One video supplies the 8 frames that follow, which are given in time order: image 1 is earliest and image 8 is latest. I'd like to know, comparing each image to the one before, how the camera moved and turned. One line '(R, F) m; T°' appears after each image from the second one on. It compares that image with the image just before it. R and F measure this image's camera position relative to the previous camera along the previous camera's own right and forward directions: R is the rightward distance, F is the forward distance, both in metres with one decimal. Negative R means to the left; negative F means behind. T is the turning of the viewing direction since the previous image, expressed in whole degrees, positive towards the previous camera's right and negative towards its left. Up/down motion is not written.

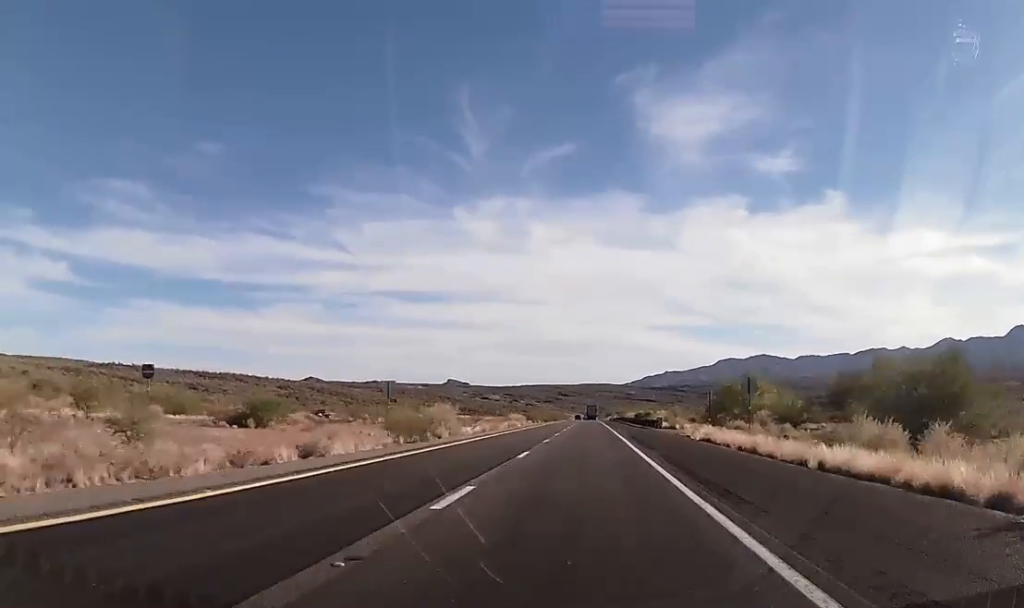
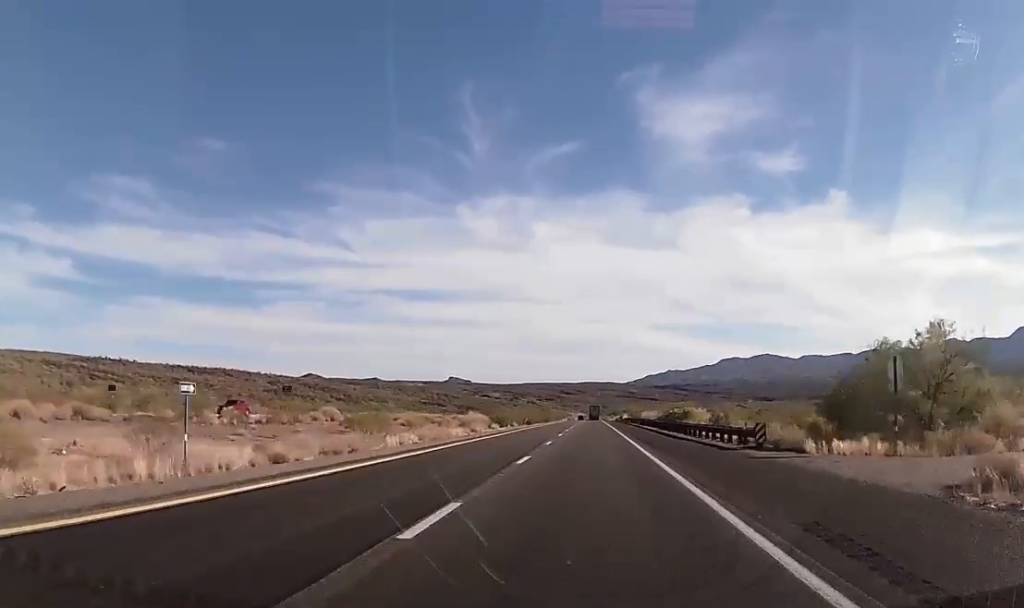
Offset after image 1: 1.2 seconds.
(-0.3, +38.8) m; -1°
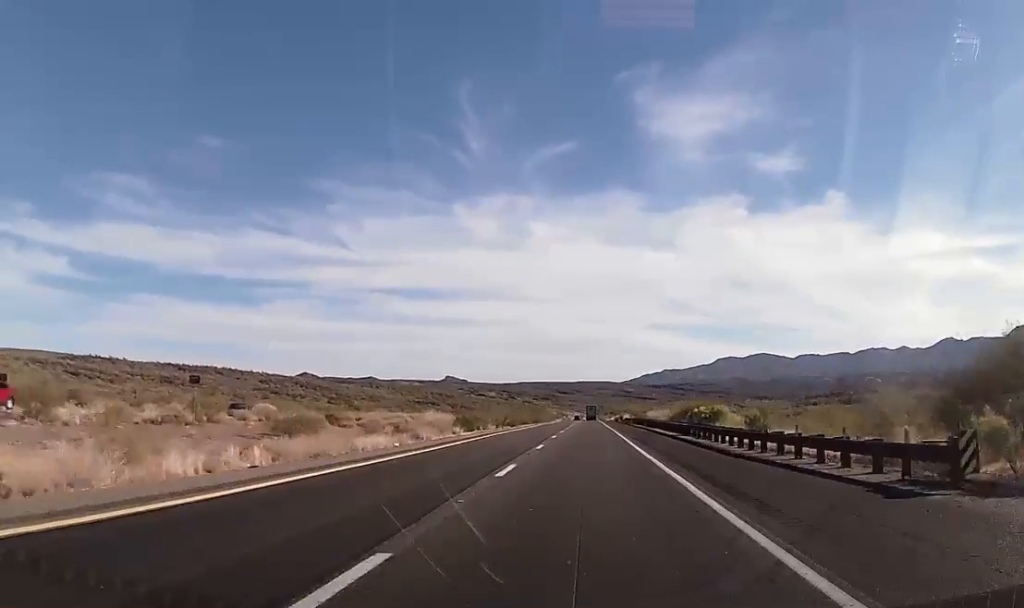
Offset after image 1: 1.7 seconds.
(-0.1, +16.2) m; 0°
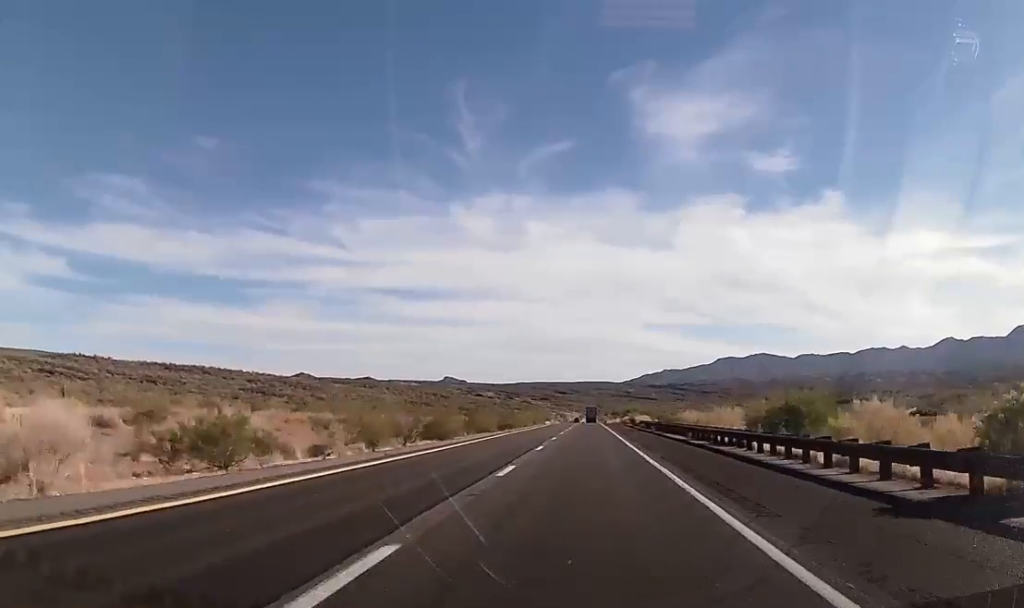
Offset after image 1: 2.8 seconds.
(+0.3, +35.5) m; +1°
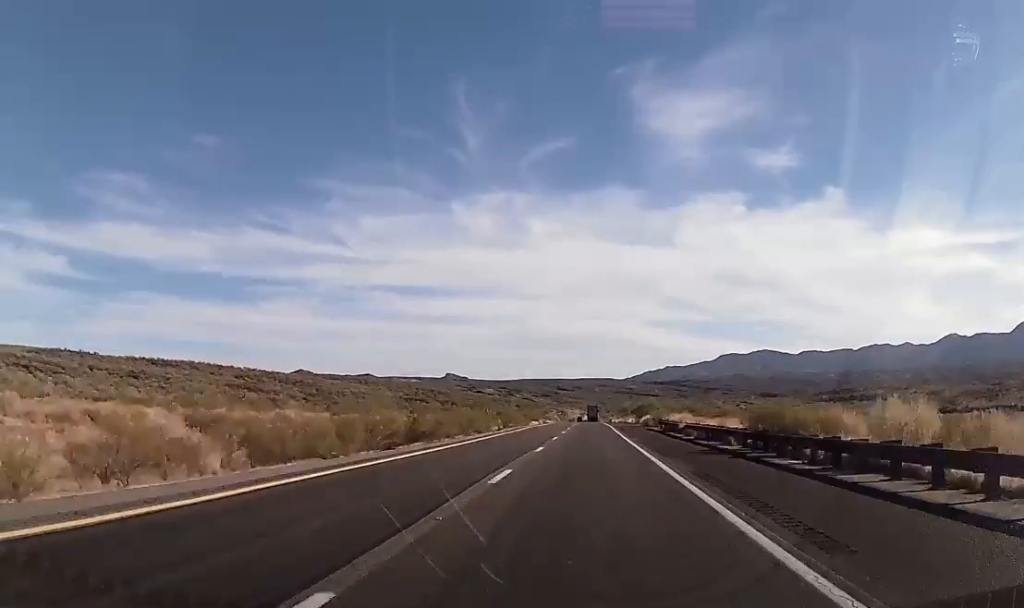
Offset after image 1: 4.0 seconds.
(+0.1, +38.1) m; -1°
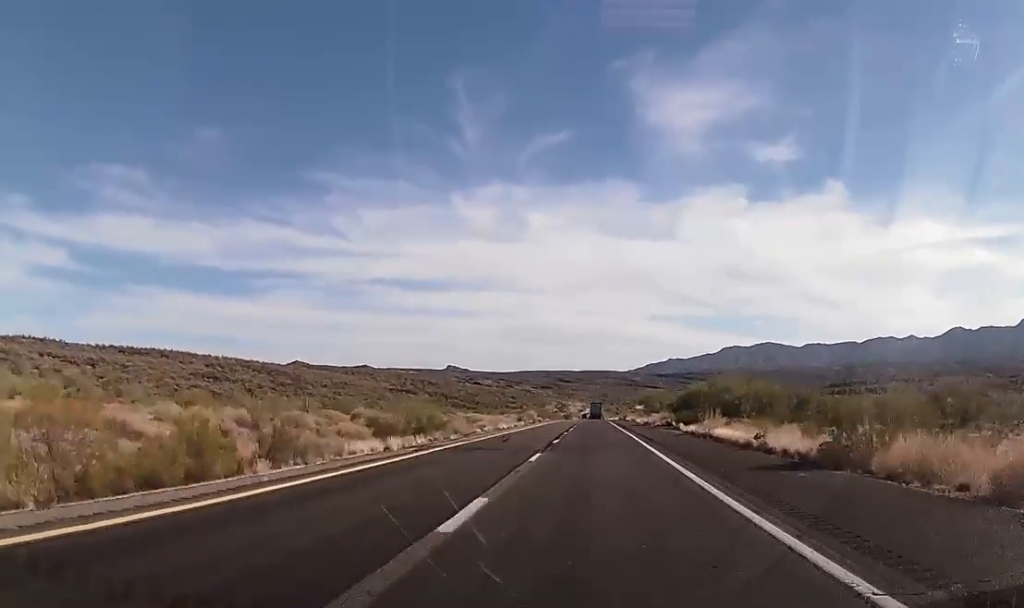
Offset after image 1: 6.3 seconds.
(-0.4, +78.1) m; 0°
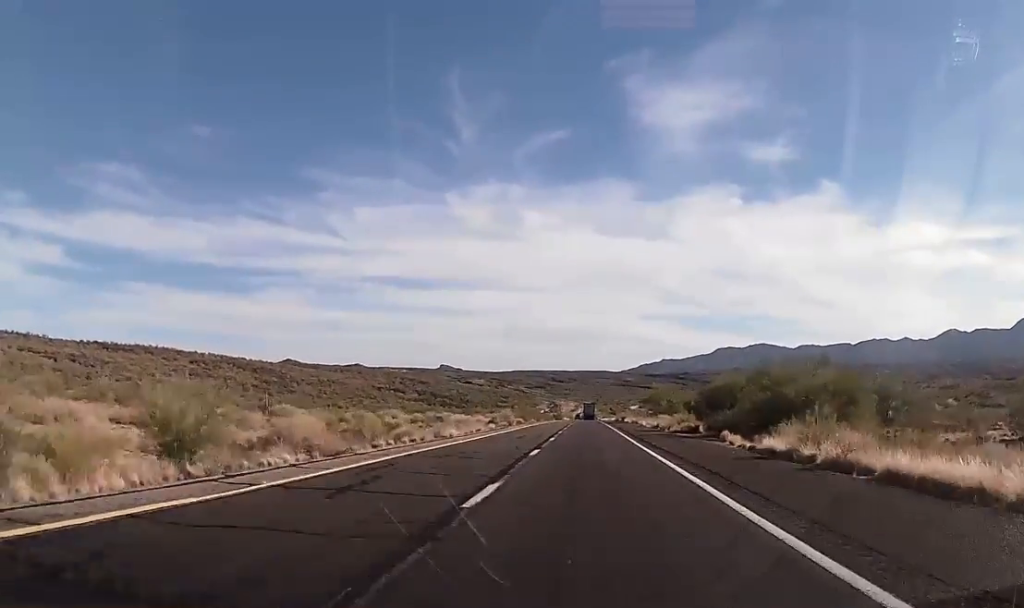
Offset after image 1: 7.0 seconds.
(-0.1, +22.1) m; 0°
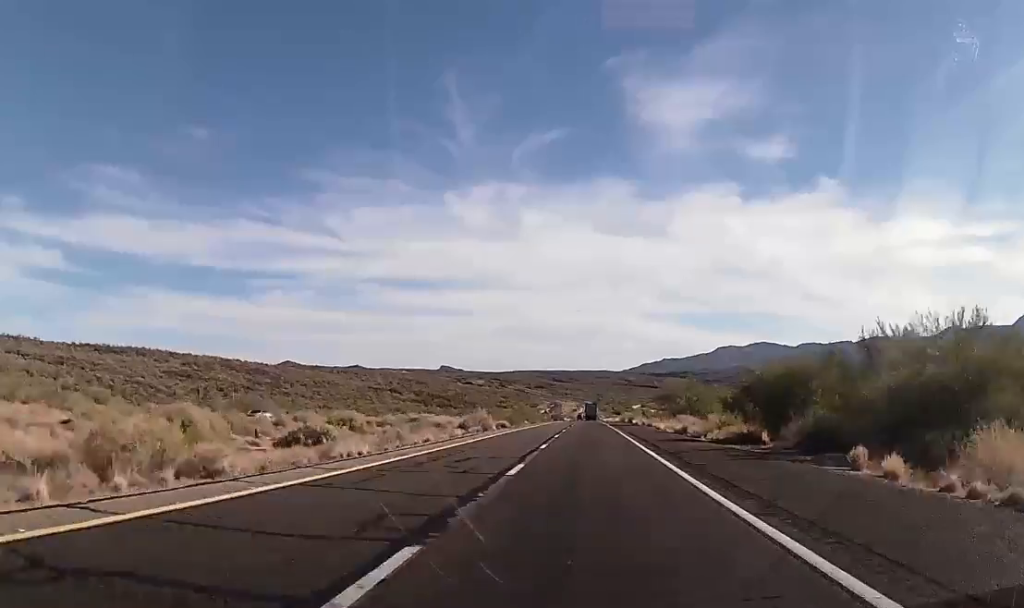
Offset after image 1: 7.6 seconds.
(-0.2, +18.8) m; 0°
